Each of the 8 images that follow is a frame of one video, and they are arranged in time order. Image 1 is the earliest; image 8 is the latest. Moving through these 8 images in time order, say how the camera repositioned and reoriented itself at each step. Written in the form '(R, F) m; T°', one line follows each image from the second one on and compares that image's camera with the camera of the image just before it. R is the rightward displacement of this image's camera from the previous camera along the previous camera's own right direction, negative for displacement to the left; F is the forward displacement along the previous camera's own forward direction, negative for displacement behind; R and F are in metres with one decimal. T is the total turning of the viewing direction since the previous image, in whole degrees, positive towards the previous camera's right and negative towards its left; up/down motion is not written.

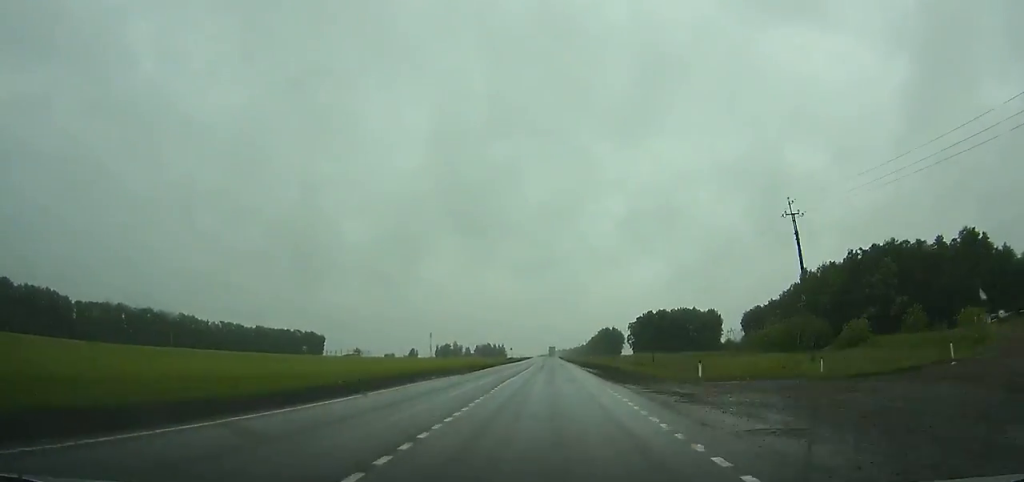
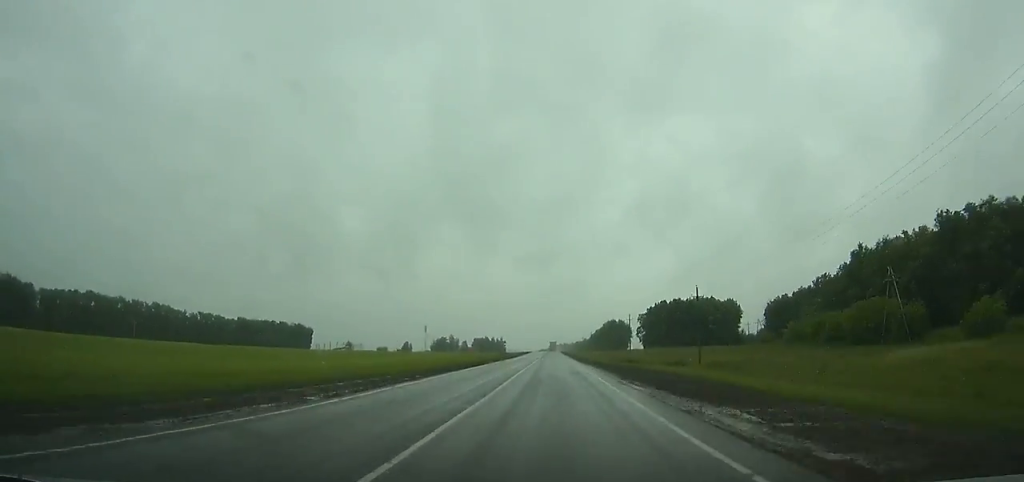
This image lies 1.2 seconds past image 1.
(-0.1, +30.3) m; 0°
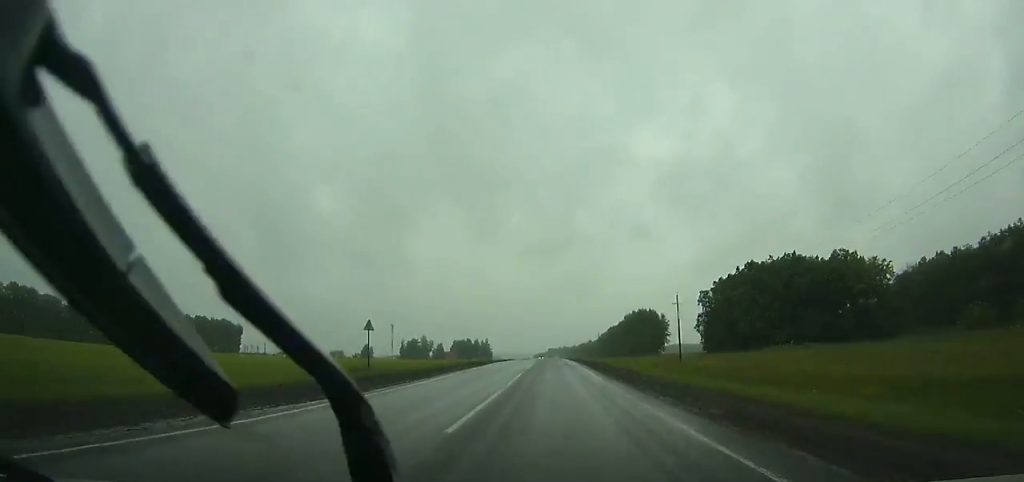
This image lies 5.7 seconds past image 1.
(+0.2, +114.3) m; 0°
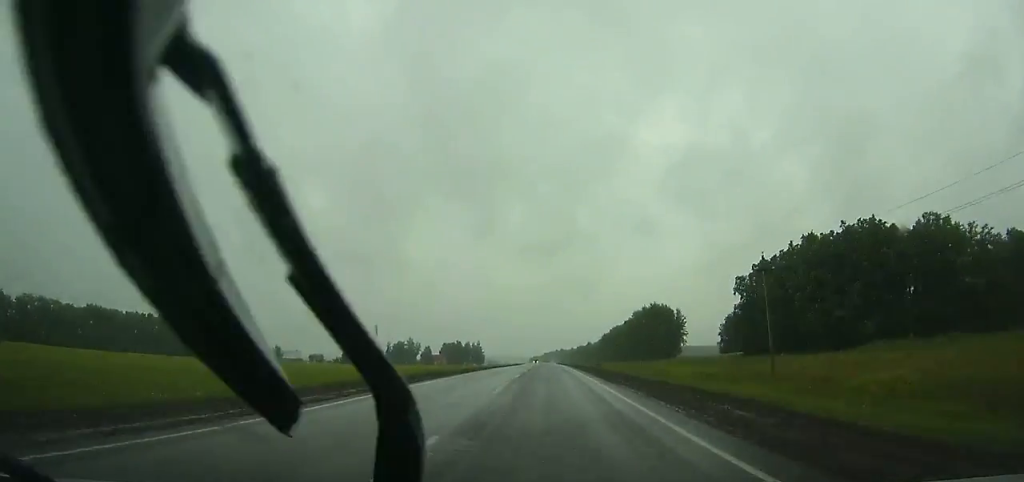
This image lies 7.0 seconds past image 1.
(0.0, +32.0) m; 0°
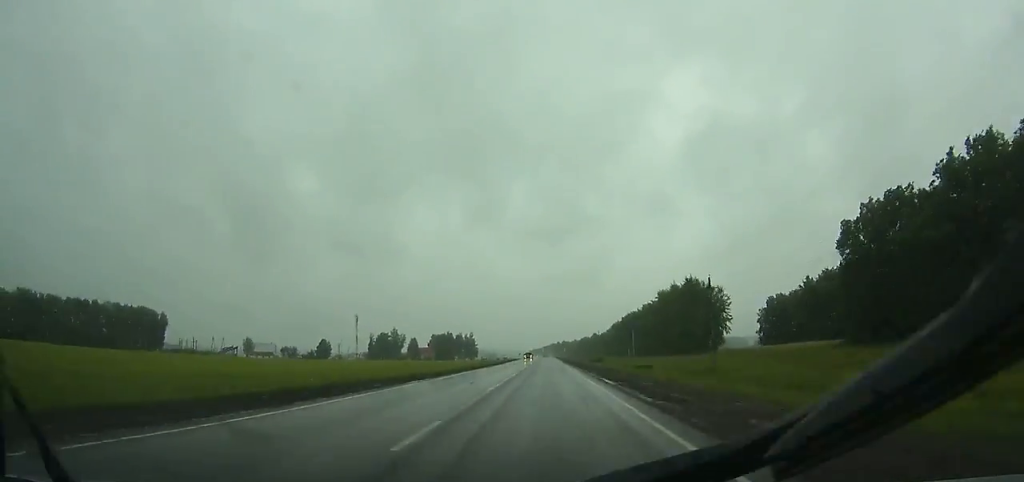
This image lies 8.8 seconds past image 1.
(0.0, +44.8) m; 0°
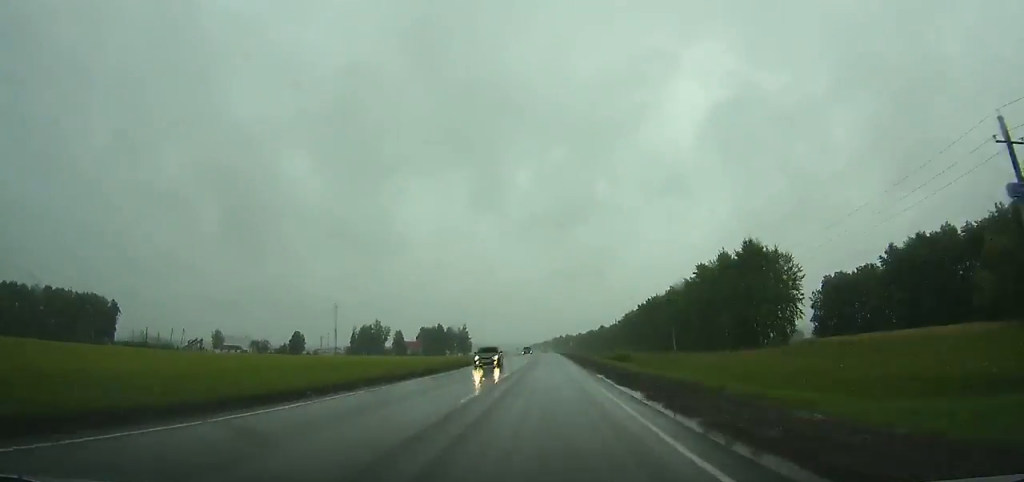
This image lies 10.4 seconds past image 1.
(0.0, +39.9) m; 0°
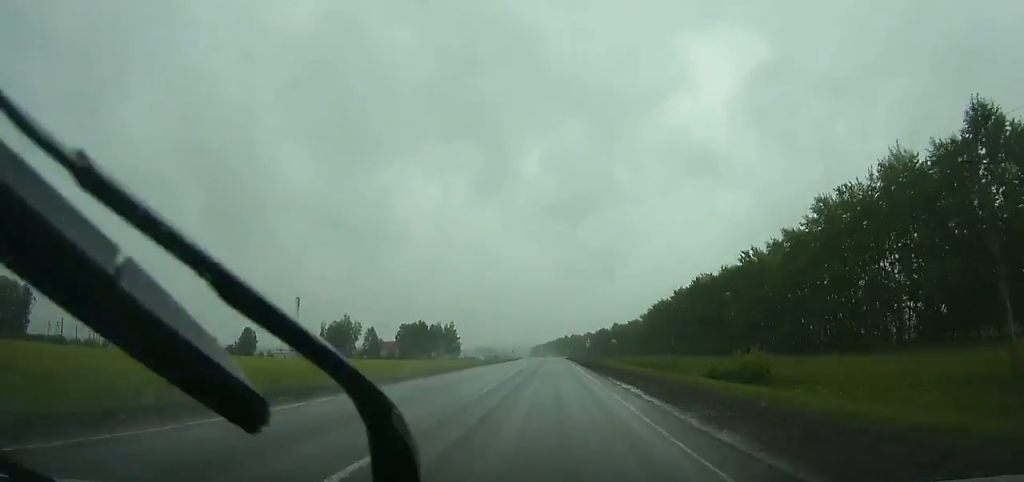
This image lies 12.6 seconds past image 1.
(+0.1, +56.1) m; 0°
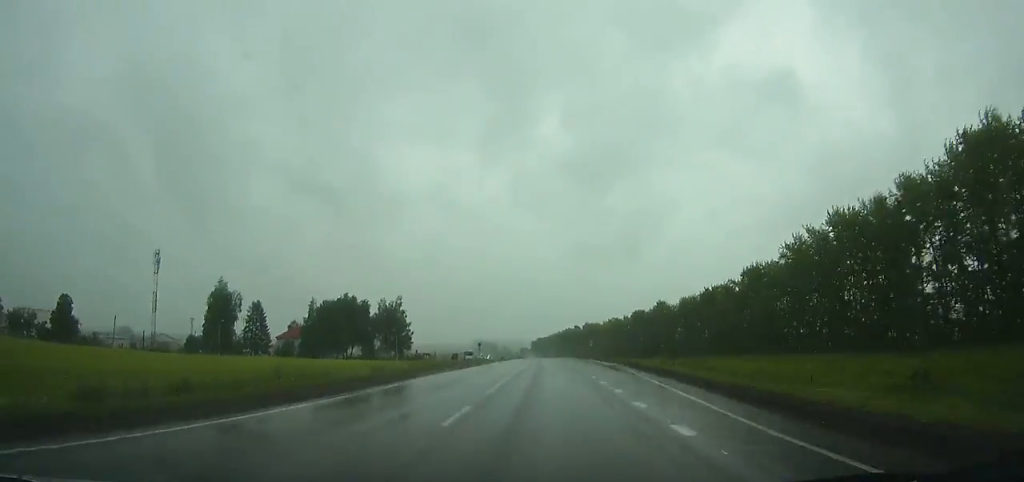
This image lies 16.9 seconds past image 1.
(-0.5, +111.5) m; -1°
